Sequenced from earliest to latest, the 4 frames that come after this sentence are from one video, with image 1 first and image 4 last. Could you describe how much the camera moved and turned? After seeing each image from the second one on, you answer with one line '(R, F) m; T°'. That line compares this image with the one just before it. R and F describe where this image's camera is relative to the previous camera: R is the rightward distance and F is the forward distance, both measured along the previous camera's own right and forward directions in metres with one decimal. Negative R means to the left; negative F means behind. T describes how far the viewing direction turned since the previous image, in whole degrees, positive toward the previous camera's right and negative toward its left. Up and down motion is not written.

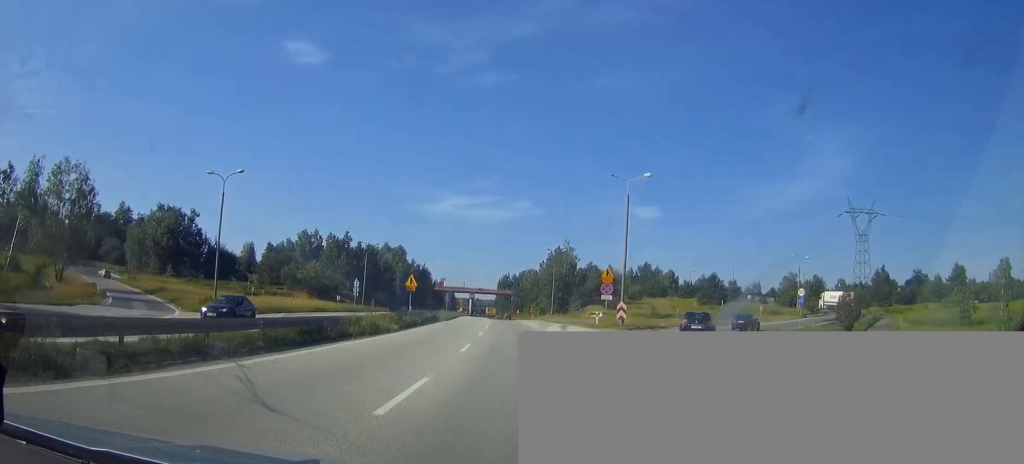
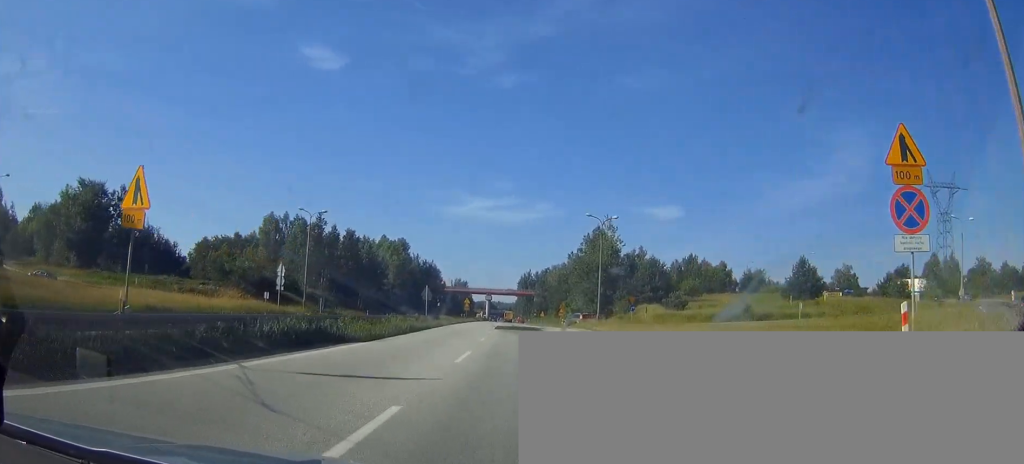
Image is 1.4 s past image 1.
(-0.7, +40.1) m; -2°
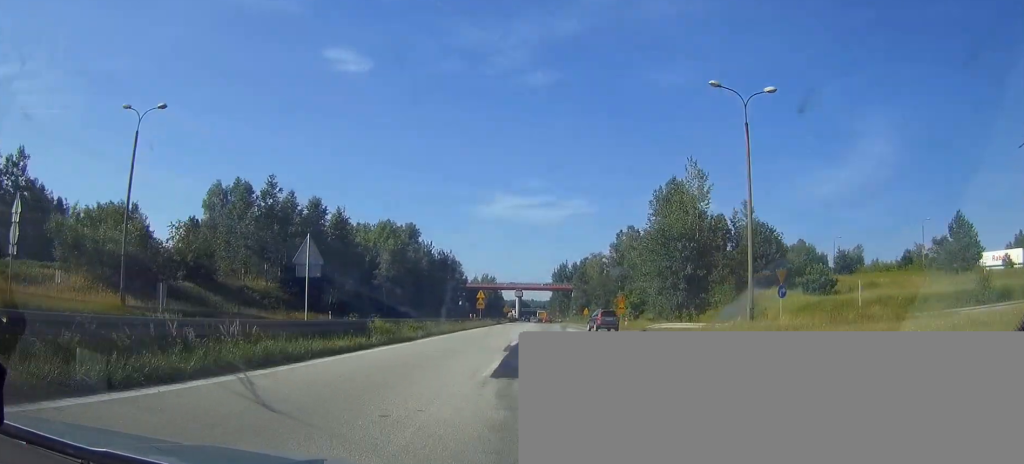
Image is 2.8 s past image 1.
(-0.7, +39.5) m; -2°
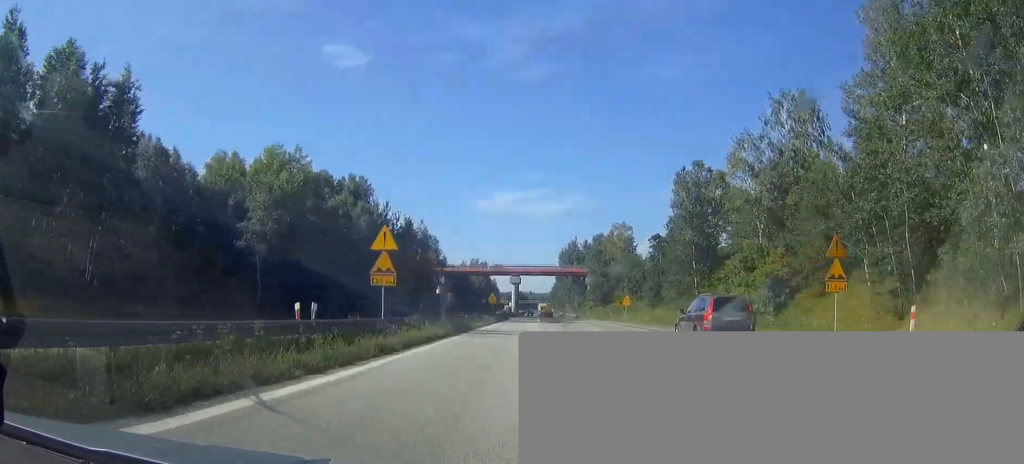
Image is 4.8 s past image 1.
(-0.4, +56.2) m; 0°
